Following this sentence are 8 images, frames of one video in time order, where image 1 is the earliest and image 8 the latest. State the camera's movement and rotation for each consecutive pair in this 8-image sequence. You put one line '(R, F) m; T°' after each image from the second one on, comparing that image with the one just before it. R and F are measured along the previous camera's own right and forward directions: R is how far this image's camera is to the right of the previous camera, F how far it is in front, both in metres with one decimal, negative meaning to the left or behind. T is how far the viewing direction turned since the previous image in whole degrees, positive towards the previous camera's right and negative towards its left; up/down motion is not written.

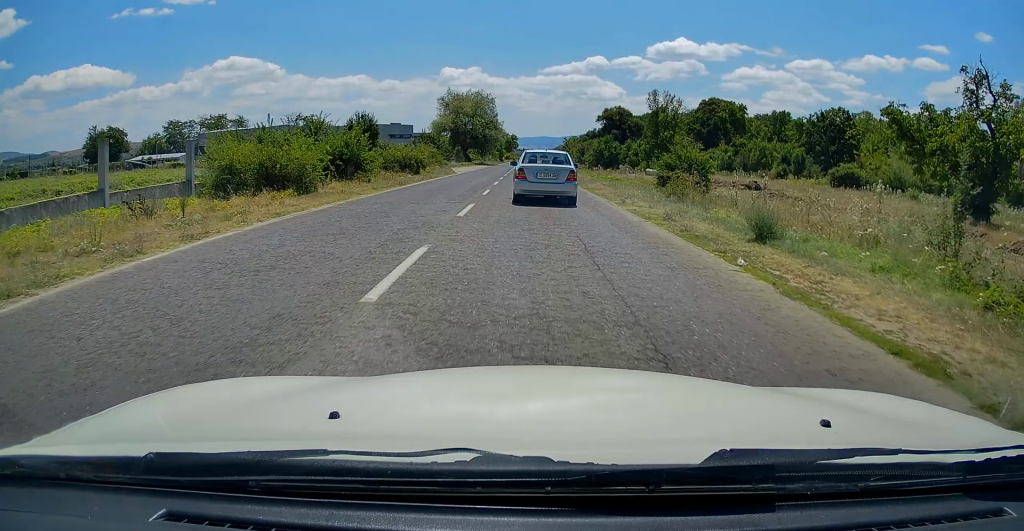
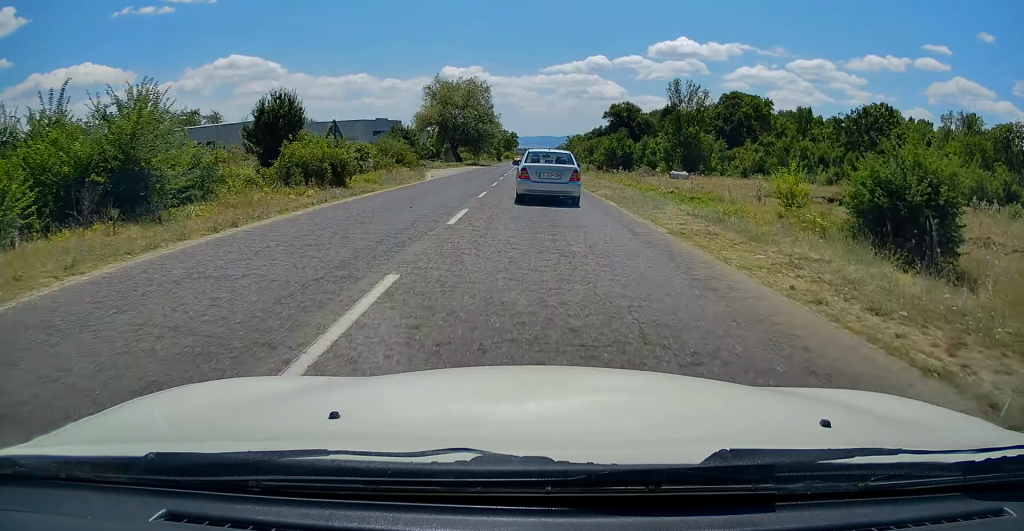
(0.0, +17.6) m; -1°
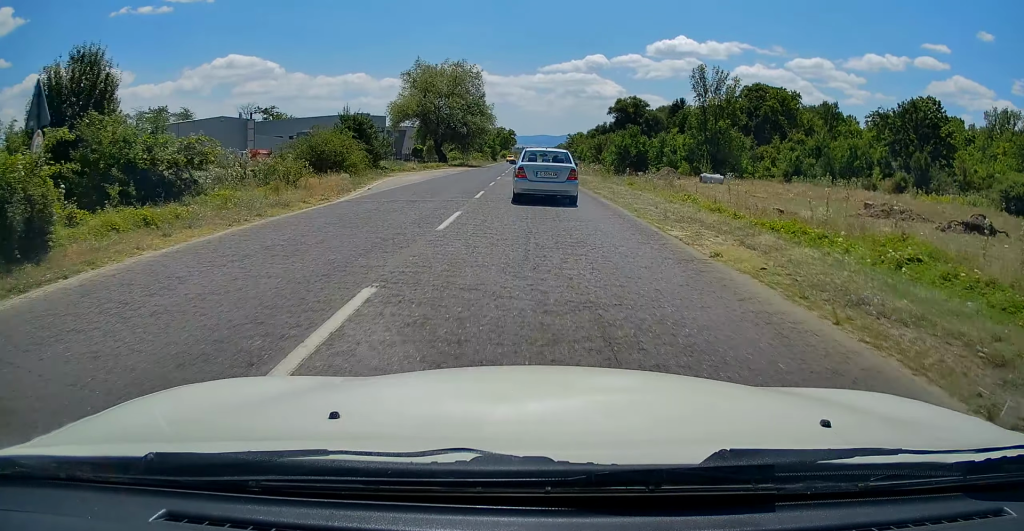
(-0.3, +16.3) m; 0°
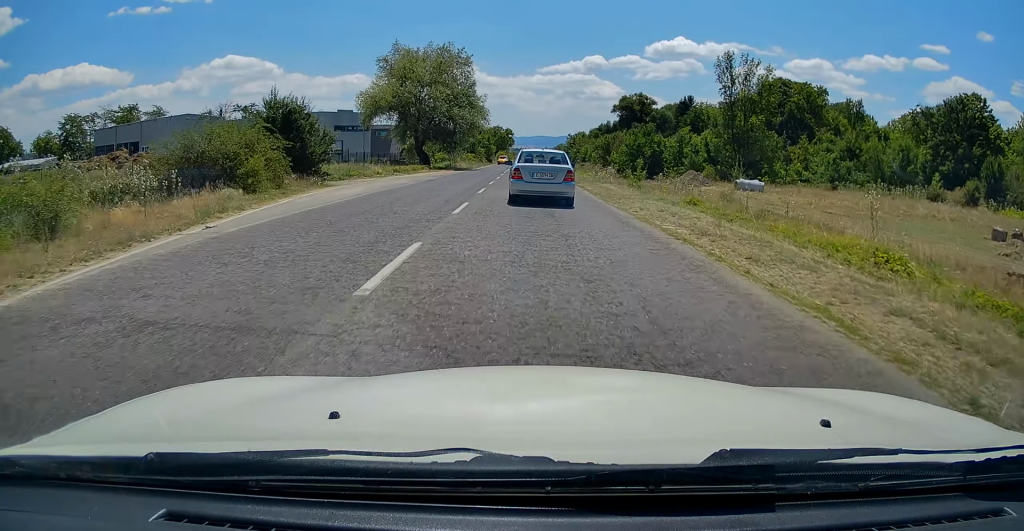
(+0.2, +12.7) m; 0°
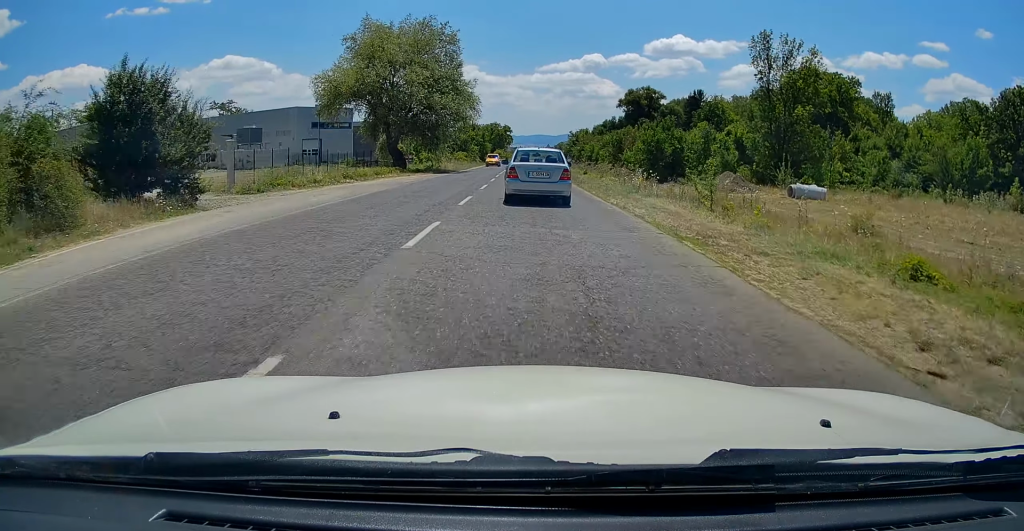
(0.0, +12.8) m; 0°
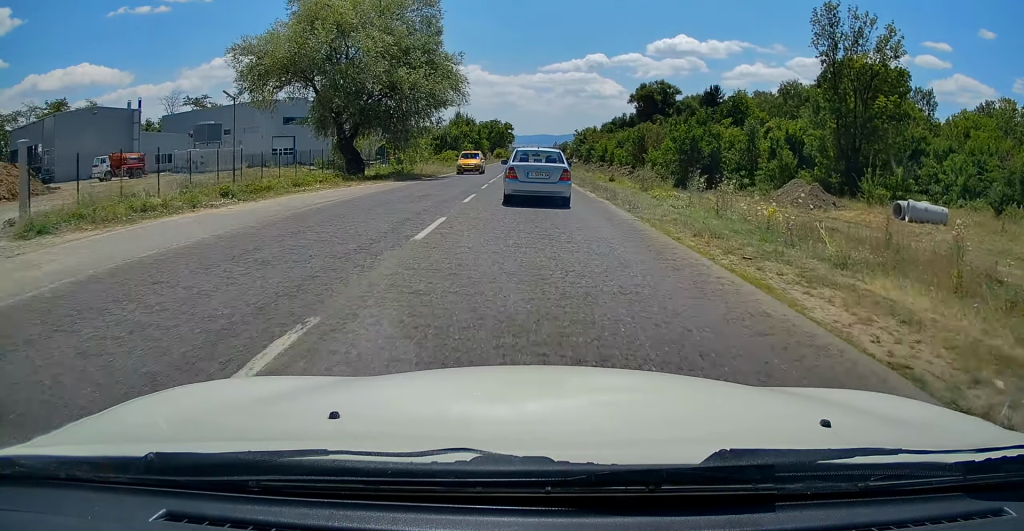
(-0.1, +15.0) m; 0°
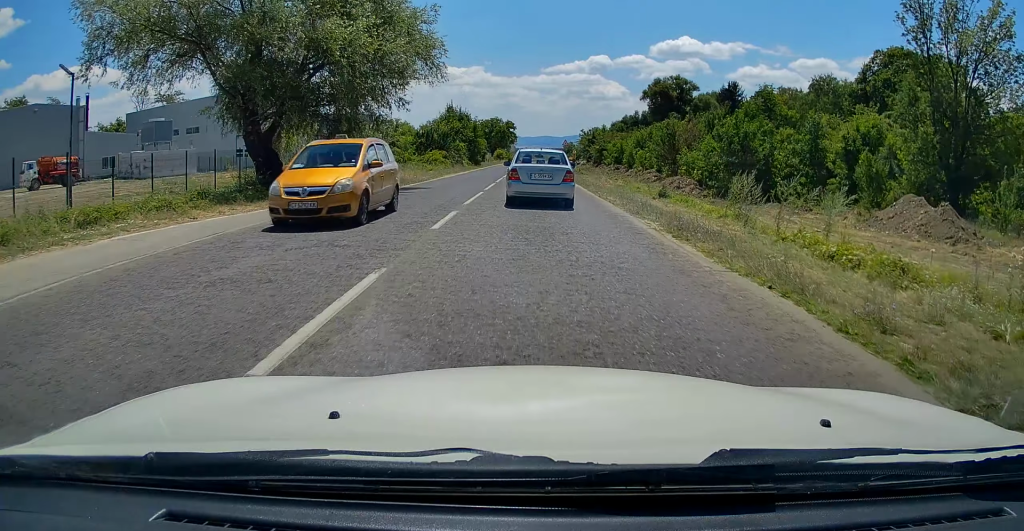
(0.0, +13.2) m; 0°
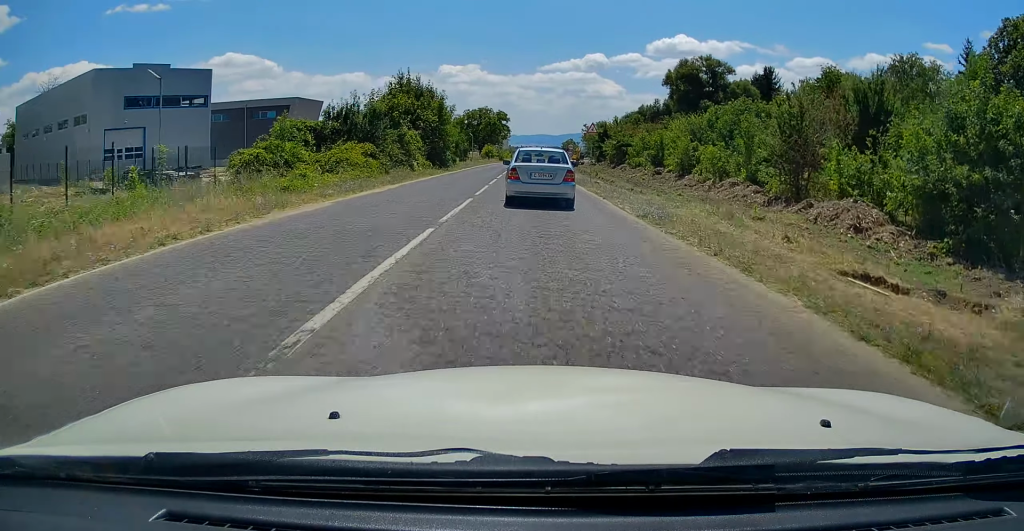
(+0.2, +28.0) m; 0°
